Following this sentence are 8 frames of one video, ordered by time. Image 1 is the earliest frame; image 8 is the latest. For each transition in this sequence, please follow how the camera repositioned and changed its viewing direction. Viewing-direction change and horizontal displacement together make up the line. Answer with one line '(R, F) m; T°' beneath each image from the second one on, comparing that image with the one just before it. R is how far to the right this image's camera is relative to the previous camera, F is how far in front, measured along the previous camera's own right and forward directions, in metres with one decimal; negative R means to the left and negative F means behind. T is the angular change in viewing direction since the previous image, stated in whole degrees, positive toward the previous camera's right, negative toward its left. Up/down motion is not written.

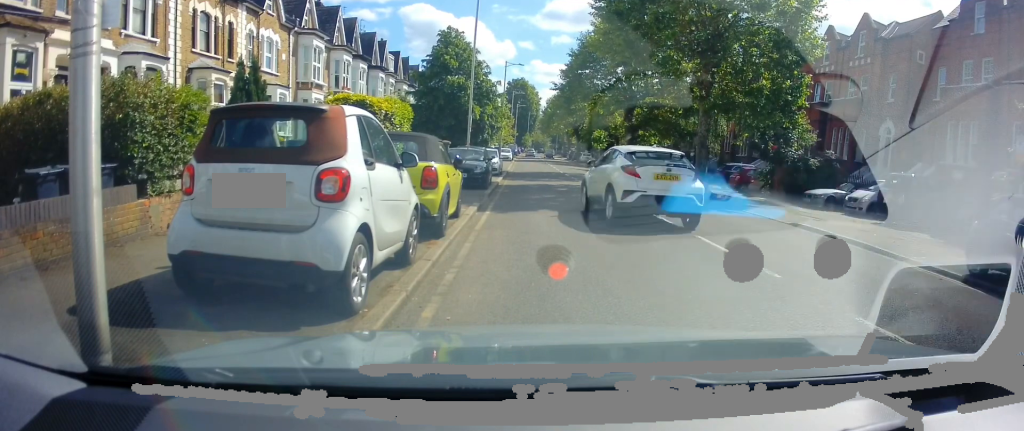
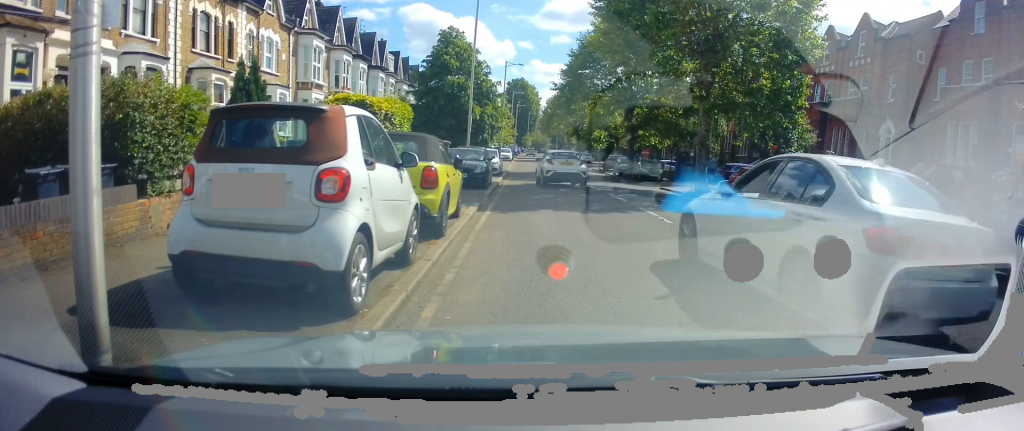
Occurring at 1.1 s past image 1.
(0.0, 0.0) m; 0°
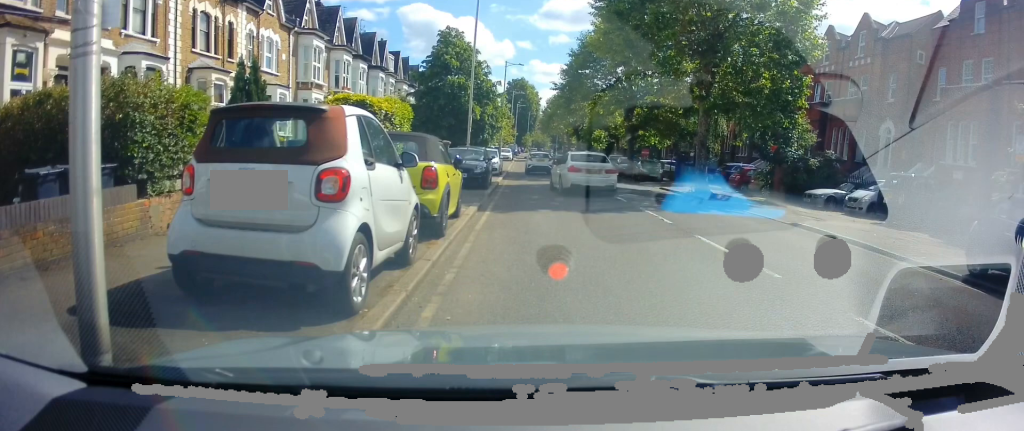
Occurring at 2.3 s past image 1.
(0.0, 0.0) m; 0°
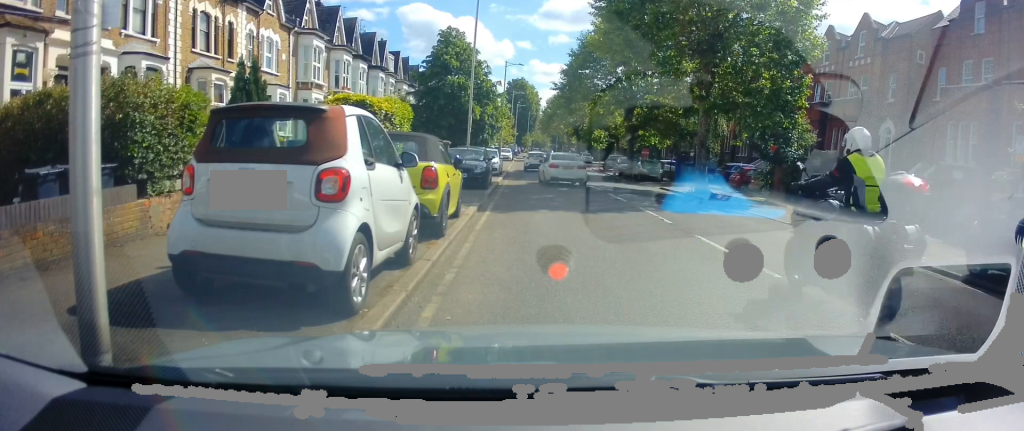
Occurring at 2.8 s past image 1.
(0.0, 0.0) m; 0°
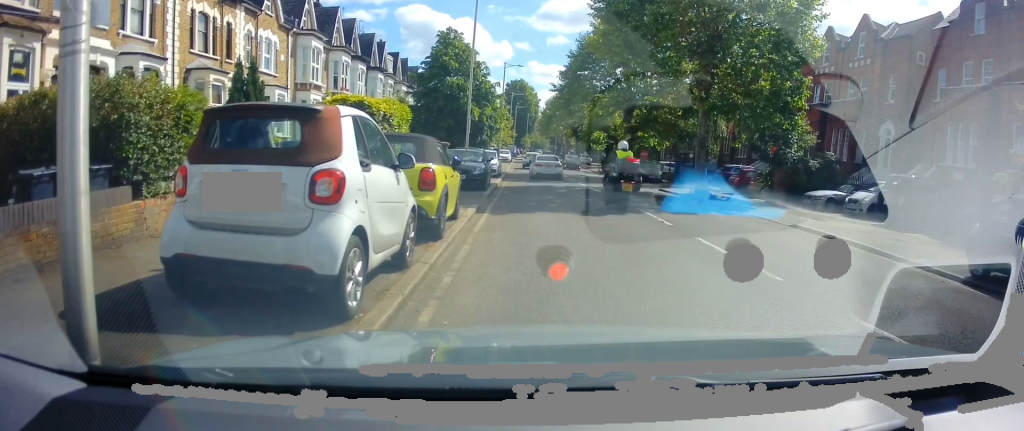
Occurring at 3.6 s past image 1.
(0.0, 0.0) m; 0°
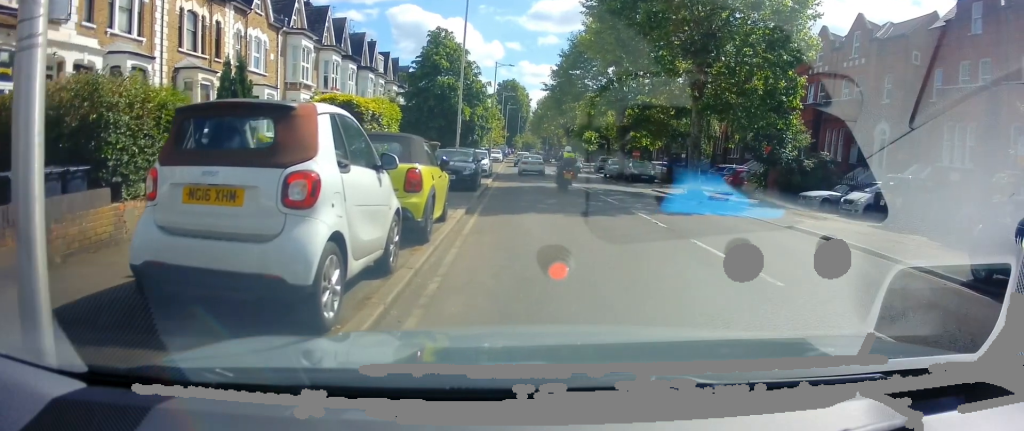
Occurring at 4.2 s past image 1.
(+0.1, 0.0) m; 0°
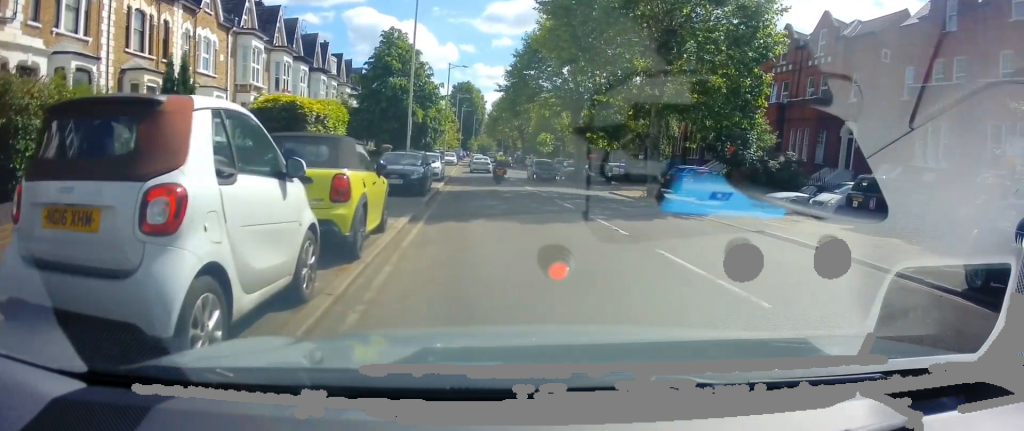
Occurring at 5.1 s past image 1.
(+0.5, +0.2) m; 0°
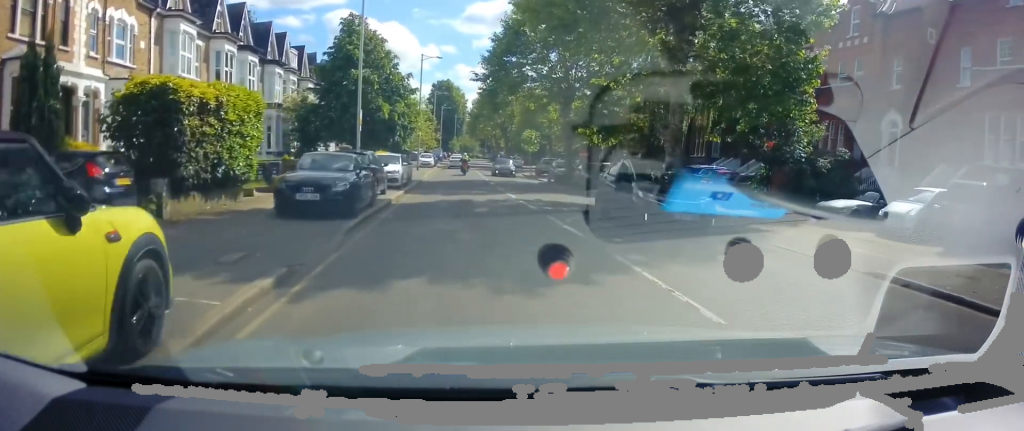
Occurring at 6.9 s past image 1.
(+0.7, +4.9) m; +8°
